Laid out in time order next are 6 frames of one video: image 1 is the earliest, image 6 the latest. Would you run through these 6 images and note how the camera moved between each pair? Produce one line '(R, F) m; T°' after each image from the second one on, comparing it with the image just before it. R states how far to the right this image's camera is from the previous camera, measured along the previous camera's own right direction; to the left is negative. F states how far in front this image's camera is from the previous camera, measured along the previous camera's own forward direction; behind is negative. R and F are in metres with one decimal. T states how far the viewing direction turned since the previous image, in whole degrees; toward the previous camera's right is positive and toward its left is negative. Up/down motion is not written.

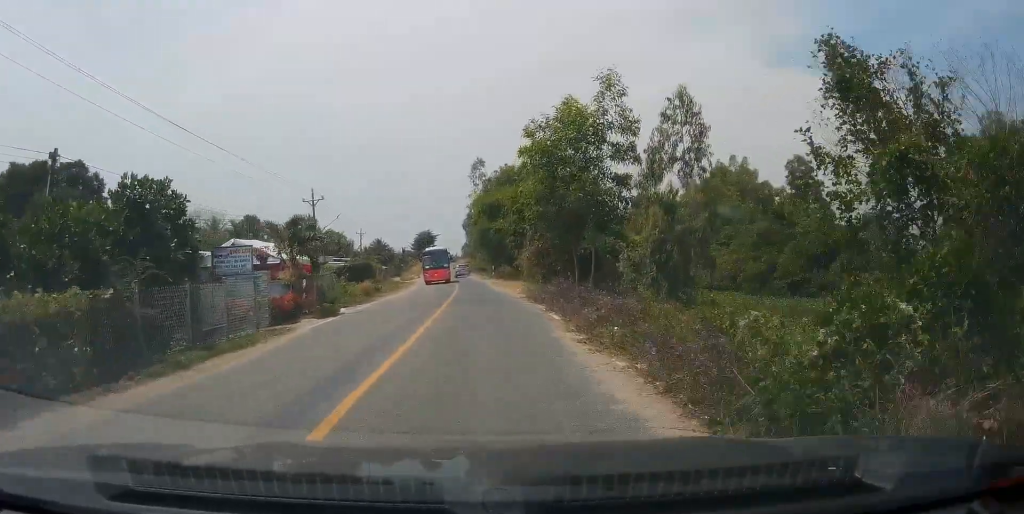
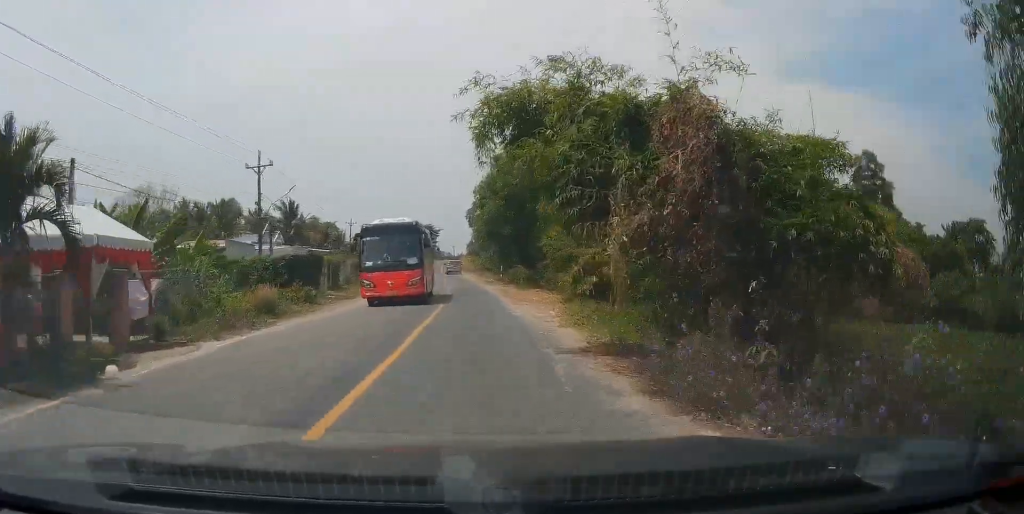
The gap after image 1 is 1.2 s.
(-0.4, +17.0) m; -1°
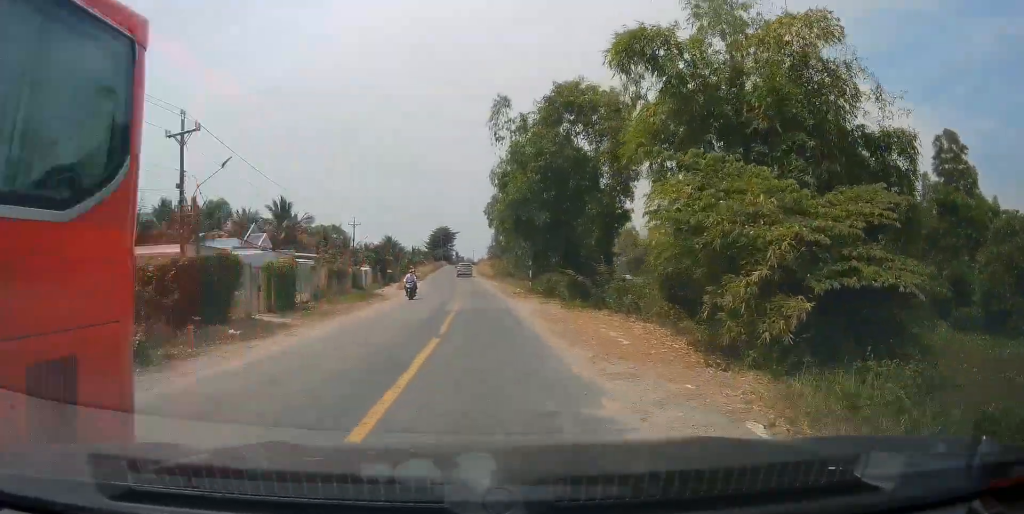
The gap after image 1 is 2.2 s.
(0.0, +14.5) m; 0°
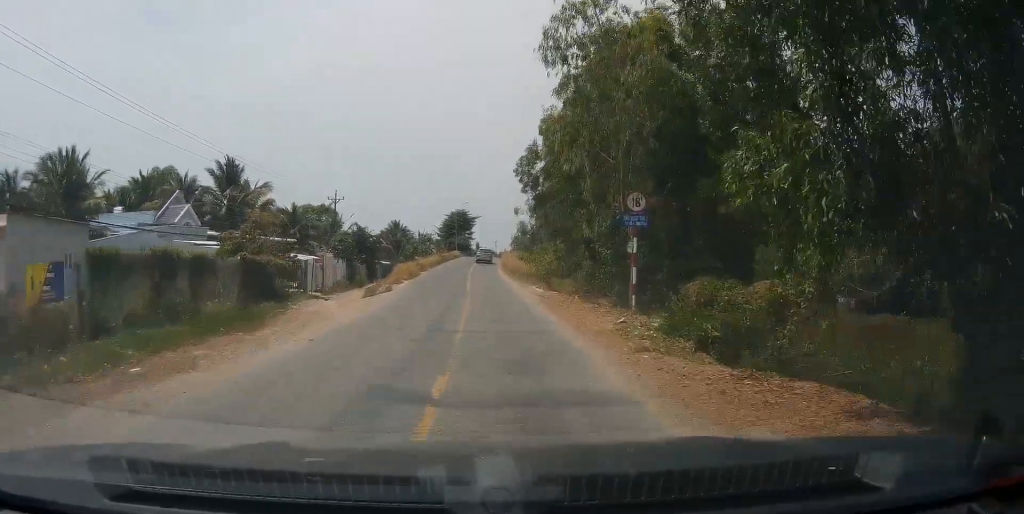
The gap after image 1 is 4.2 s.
(-0.7, +27.7) m; -4°
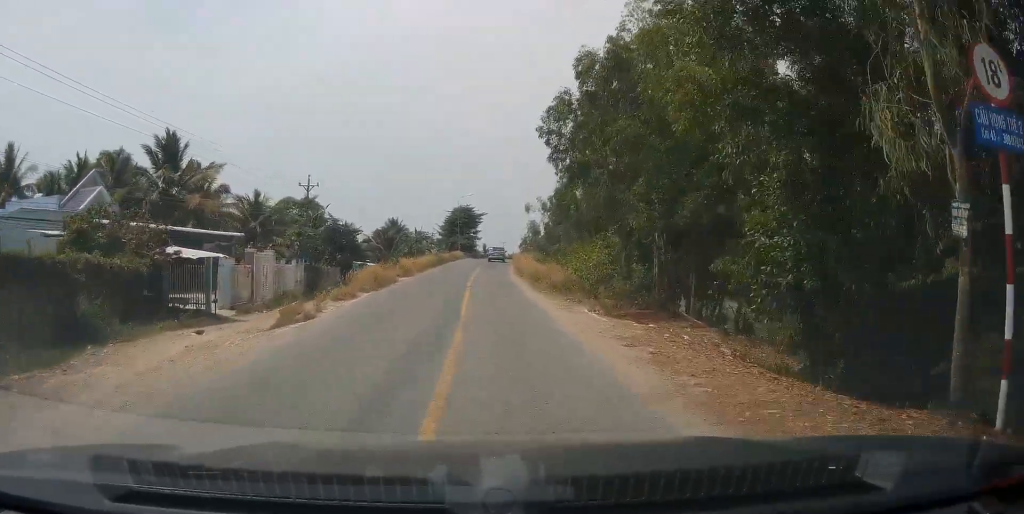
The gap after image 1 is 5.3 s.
(-0.2, +15.1) m; -1°
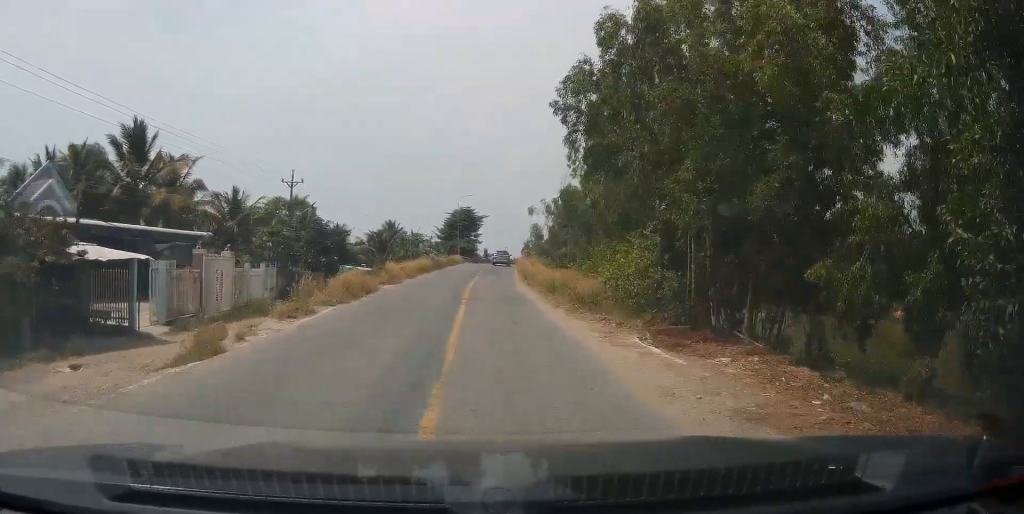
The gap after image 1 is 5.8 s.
(+0.1, +5.7) m; 0°
